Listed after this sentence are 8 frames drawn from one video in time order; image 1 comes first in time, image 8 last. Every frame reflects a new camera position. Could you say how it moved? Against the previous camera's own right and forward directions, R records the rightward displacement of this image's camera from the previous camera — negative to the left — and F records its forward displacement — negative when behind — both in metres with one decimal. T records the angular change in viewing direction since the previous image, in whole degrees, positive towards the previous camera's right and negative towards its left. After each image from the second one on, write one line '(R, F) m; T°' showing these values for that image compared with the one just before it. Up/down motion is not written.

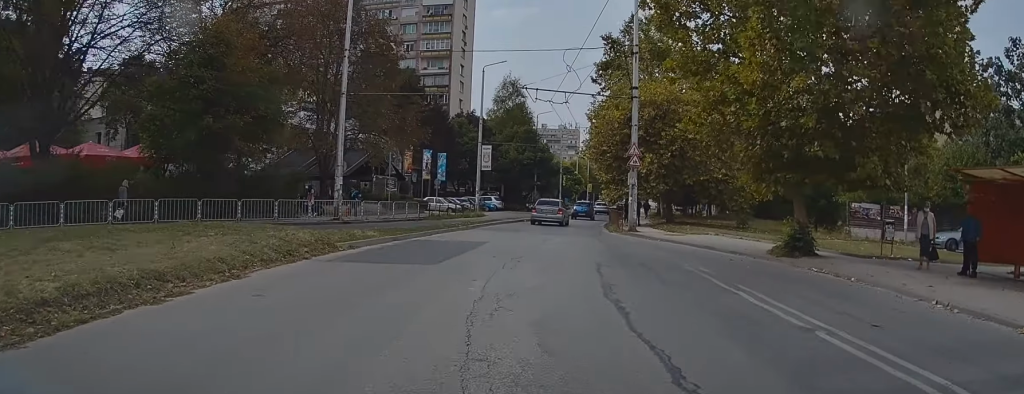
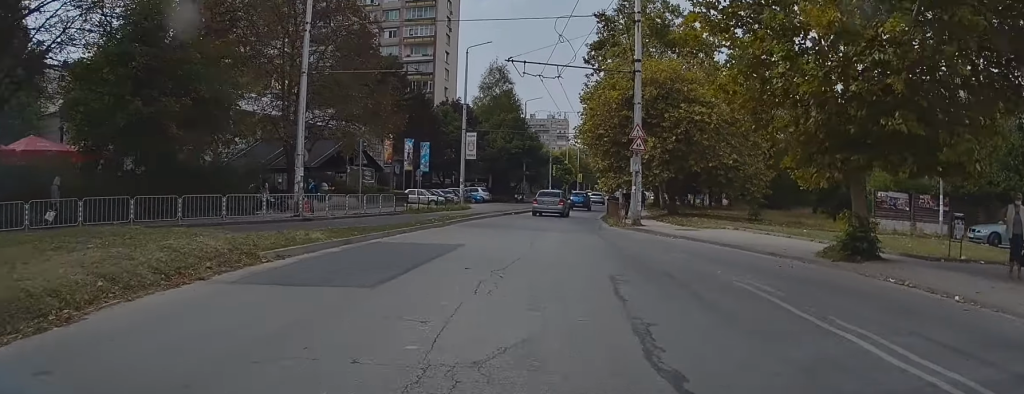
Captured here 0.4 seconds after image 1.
(+0.2, +4.1) m; 0°
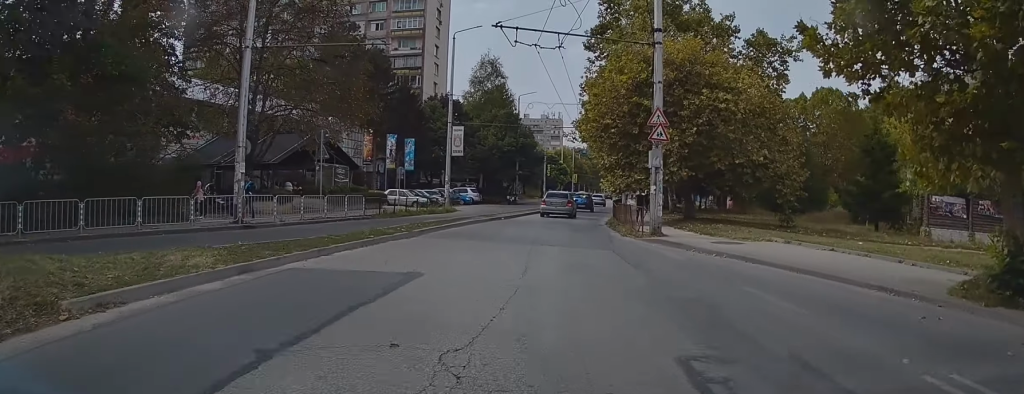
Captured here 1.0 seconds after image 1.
(+0.1, +5.4) m; 0°
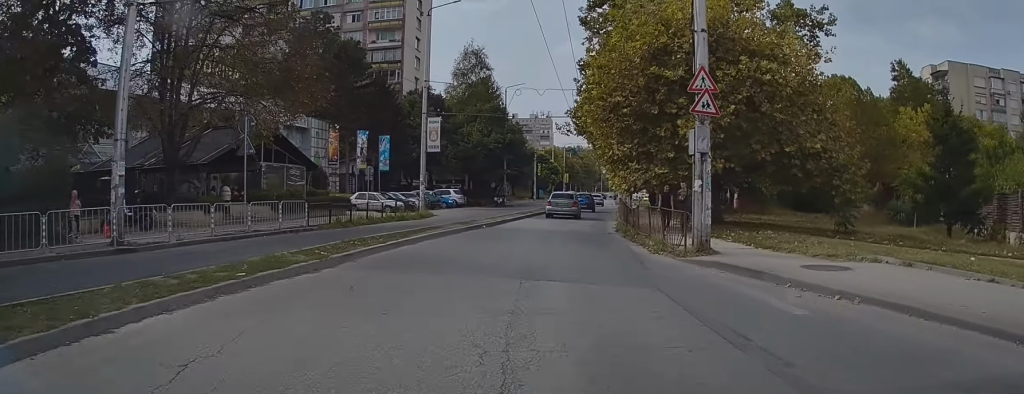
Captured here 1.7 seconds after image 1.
(-0.3, +6.8) m; 0°
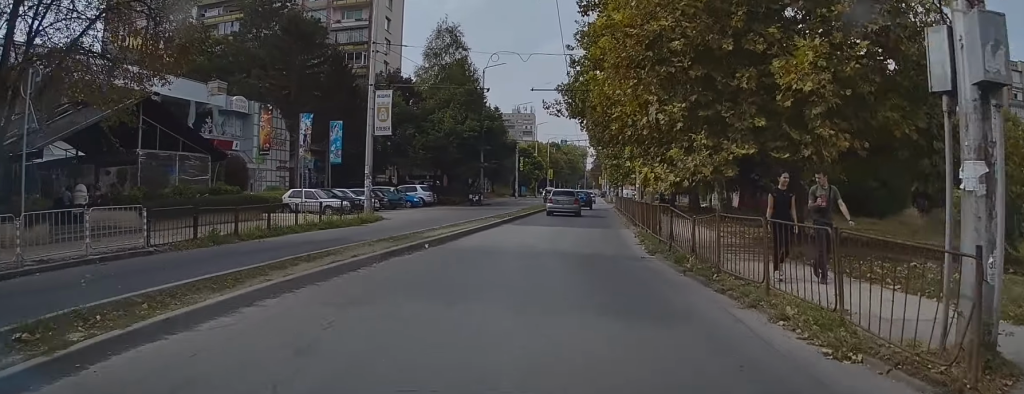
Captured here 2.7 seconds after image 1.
(+0.4, +9.8) m; +2°
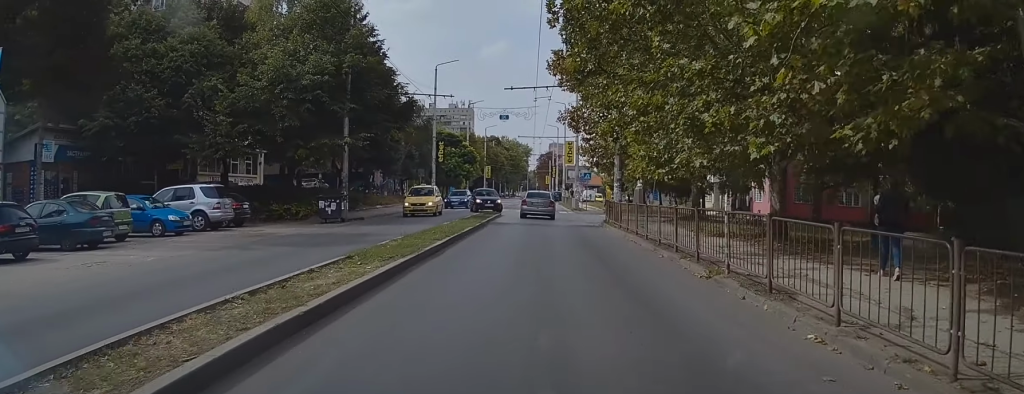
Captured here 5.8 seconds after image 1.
(+1.0, +29.5) m; +6°
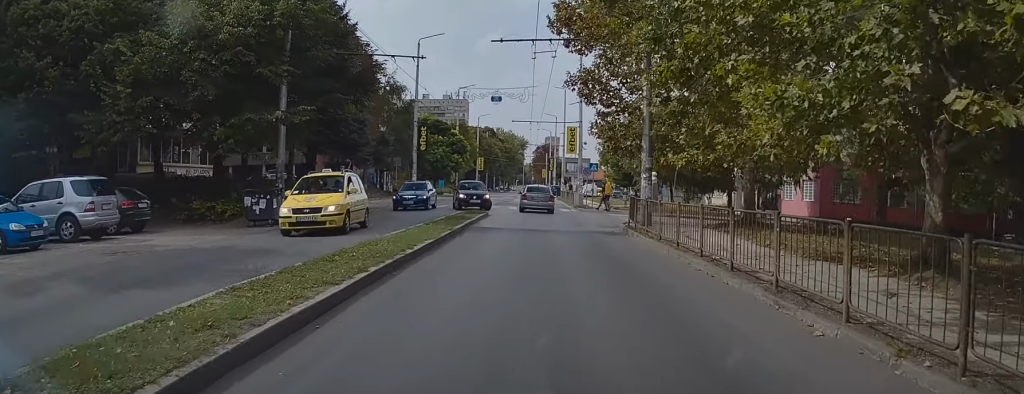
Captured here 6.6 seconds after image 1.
(0.0, +7.5) m; -2°
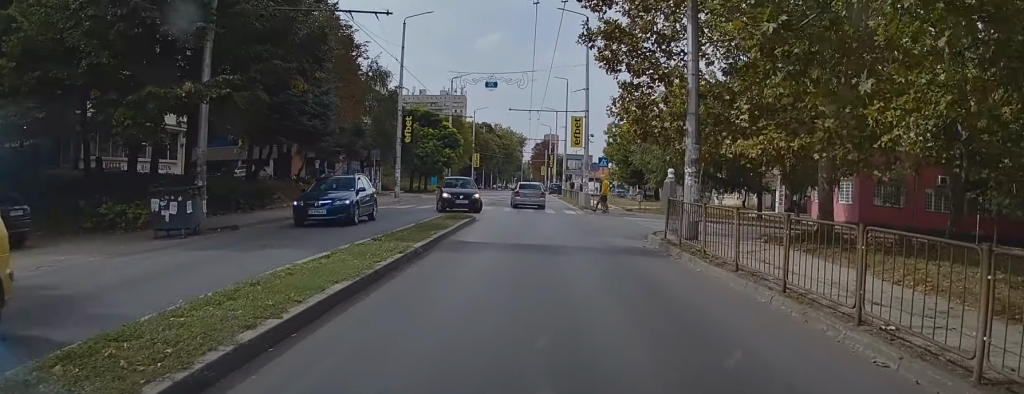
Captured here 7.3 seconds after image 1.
(-0.2, +5.9) m; 0°
